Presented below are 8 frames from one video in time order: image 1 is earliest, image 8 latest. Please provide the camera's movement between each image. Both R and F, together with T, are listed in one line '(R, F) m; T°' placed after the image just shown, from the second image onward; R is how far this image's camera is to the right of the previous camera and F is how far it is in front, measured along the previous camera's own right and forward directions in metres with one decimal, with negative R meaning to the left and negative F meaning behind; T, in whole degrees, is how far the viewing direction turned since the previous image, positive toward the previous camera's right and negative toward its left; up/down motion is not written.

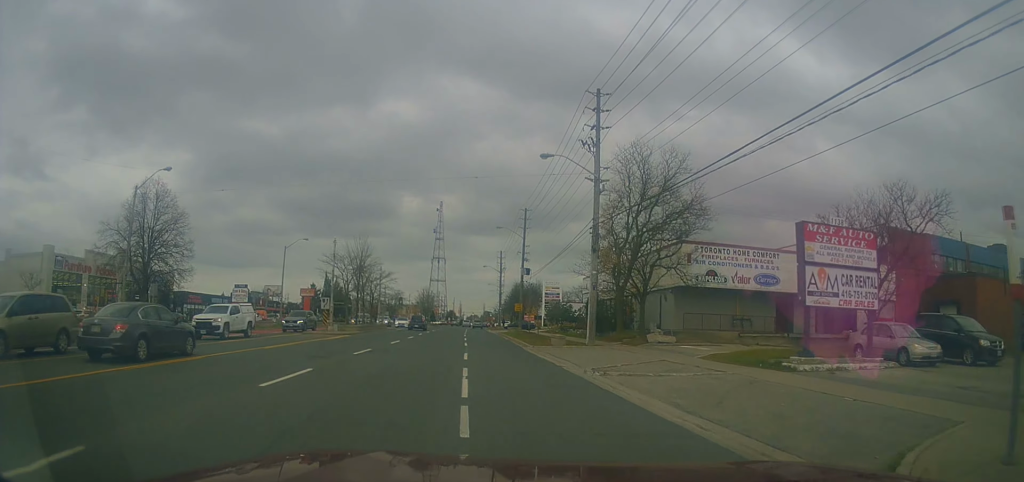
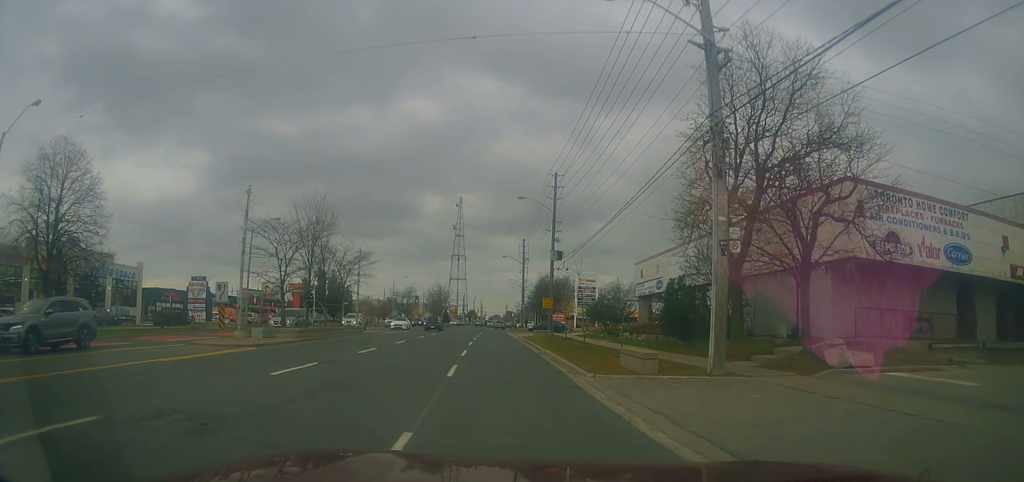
(-0.6, +16.5) m; -2°
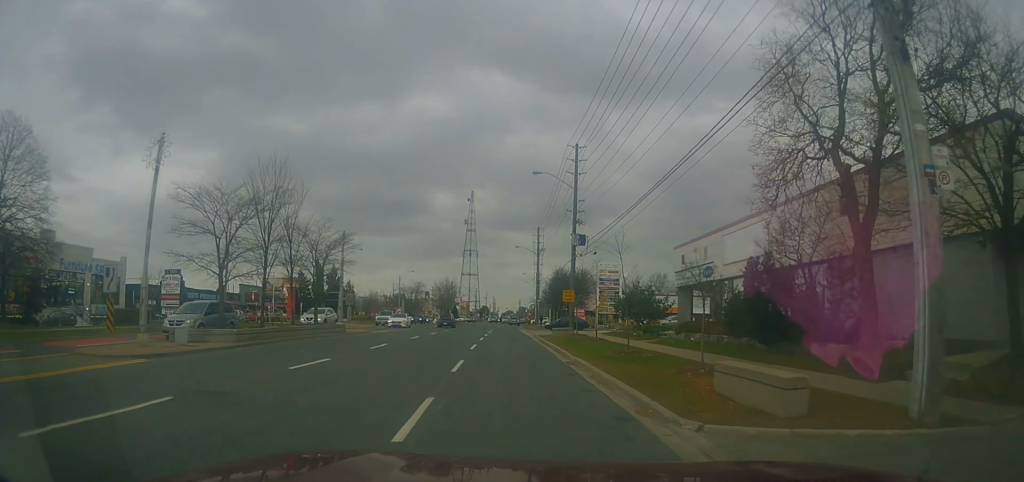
(+0.4, +7.7) m; +2°
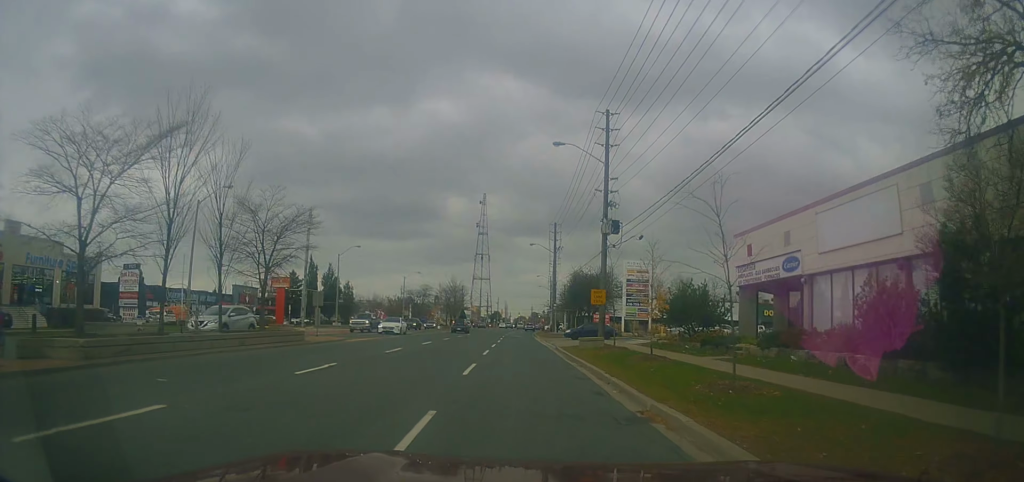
(+0.1, +8.8) m; -1°
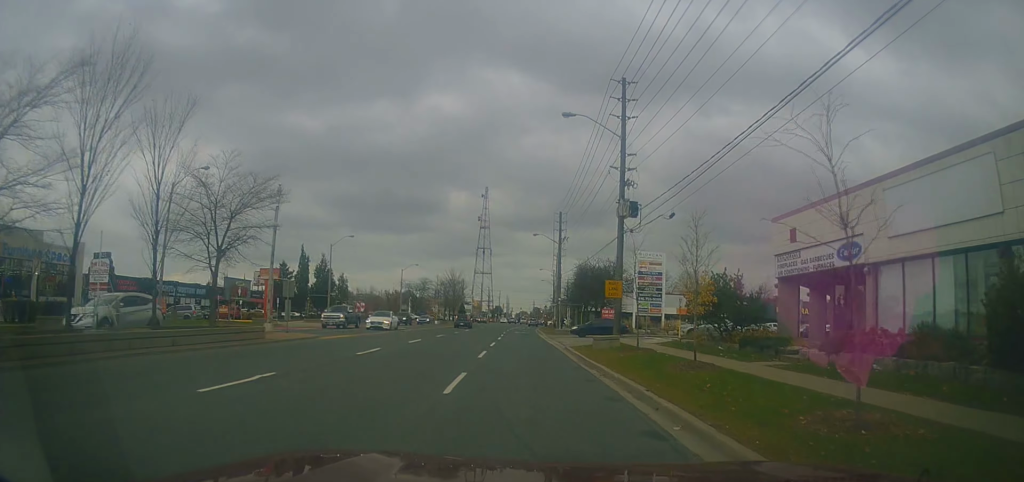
(+0.1, +4.5) m; -2°
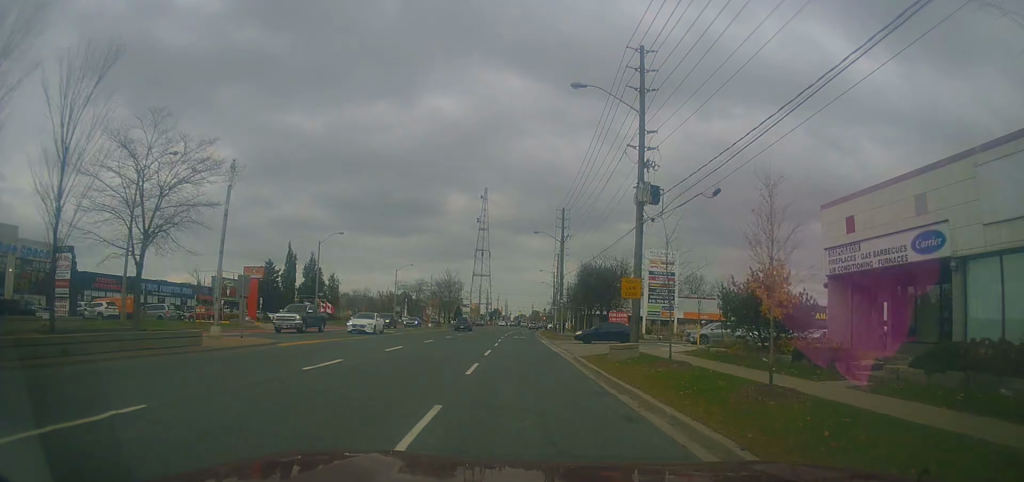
(-0.2, +4.6) m; -1°
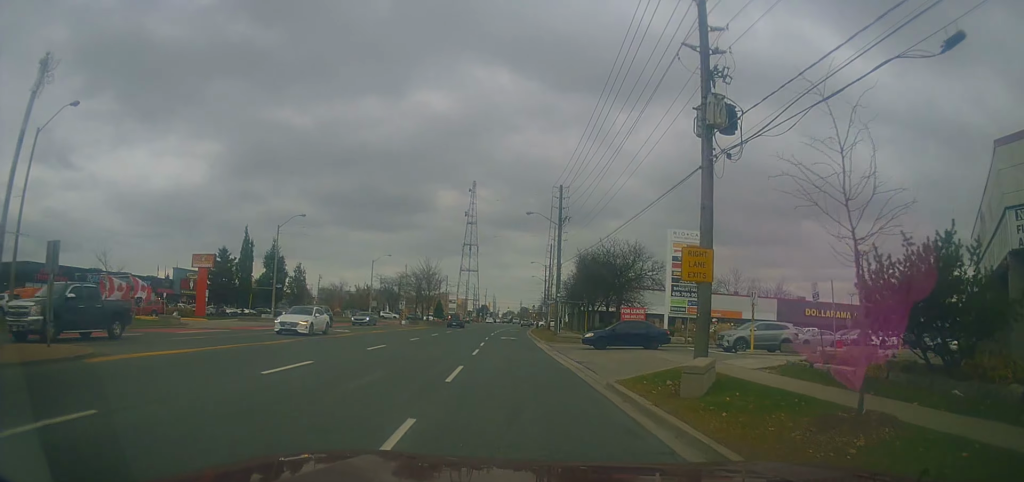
(-0.3, +10.7) m; 0°
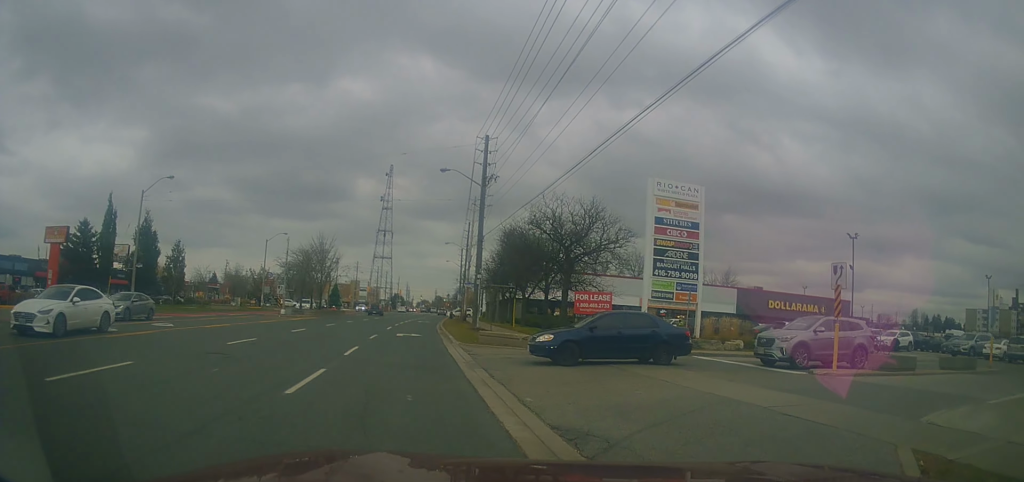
(+0.3, +14.8) m; +10°
